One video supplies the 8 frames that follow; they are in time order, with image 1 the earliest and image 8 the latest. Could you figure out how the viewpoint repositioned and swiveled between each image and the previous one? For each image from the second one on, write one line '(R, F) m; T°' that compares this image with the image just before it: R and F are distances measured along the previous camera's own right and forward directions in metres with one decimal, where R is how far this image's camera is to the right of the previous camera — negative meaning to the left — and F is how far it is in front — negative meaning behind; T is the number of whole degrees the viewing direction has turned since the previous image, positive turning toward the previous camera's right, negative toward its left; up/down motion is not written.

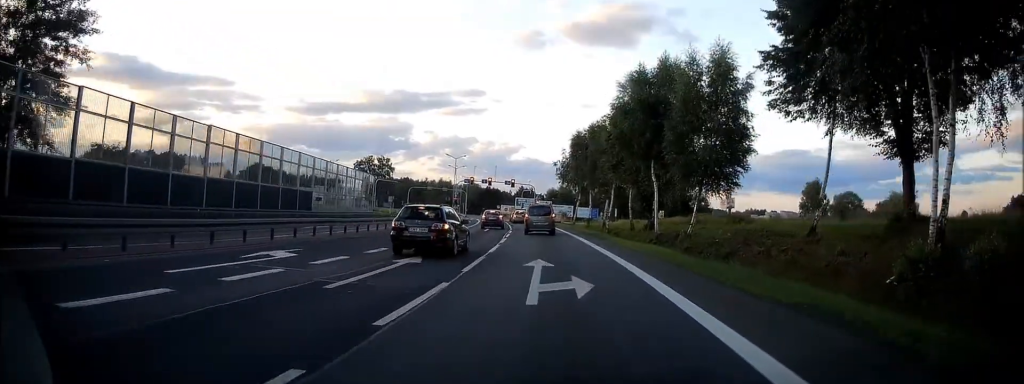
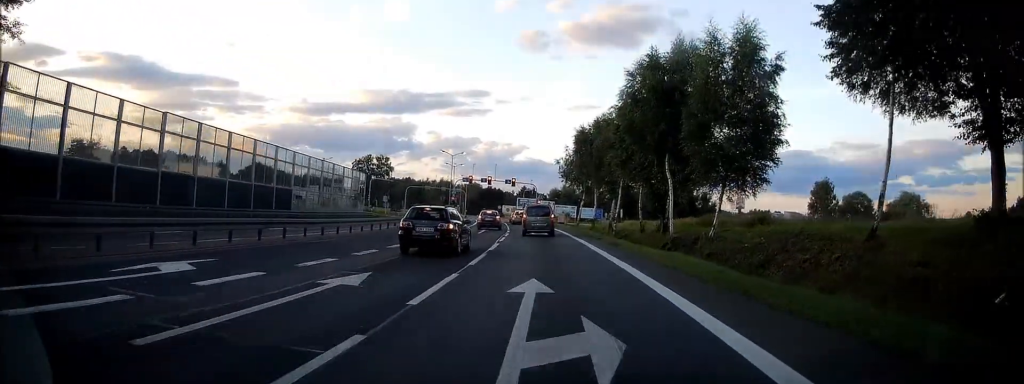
(0.0, +4.9) m; 0°
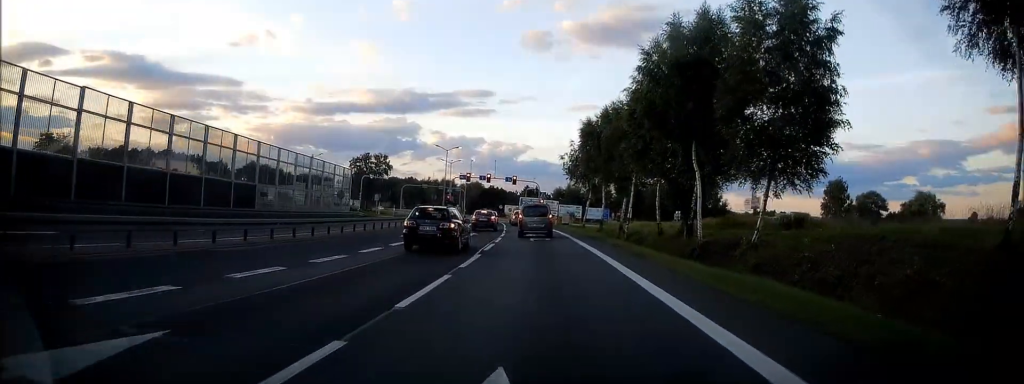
(0.0, +6.9) m; -4°
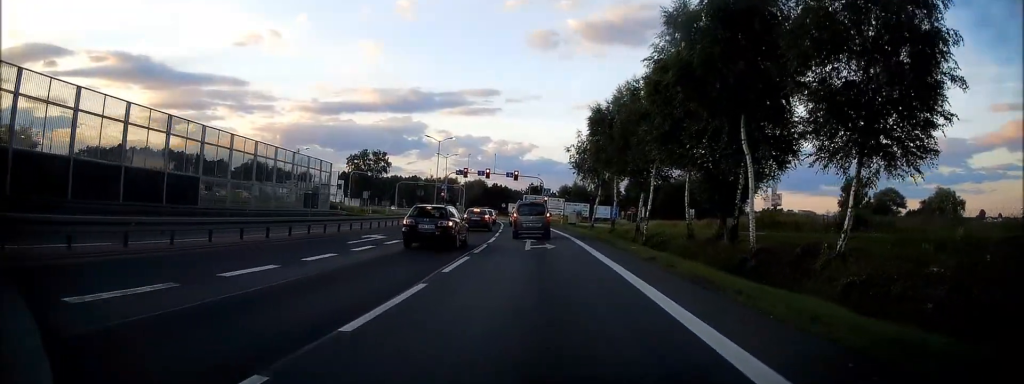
(-0.6, +8.0) m; -4°
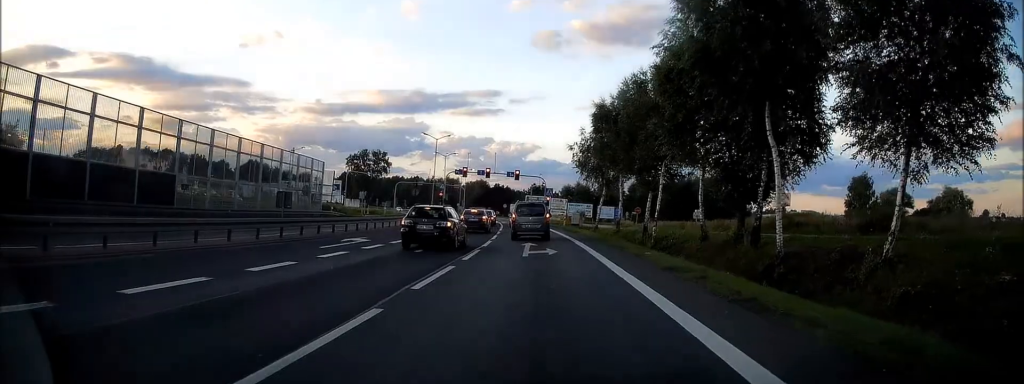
(-0.1, +2.7) m; 0°
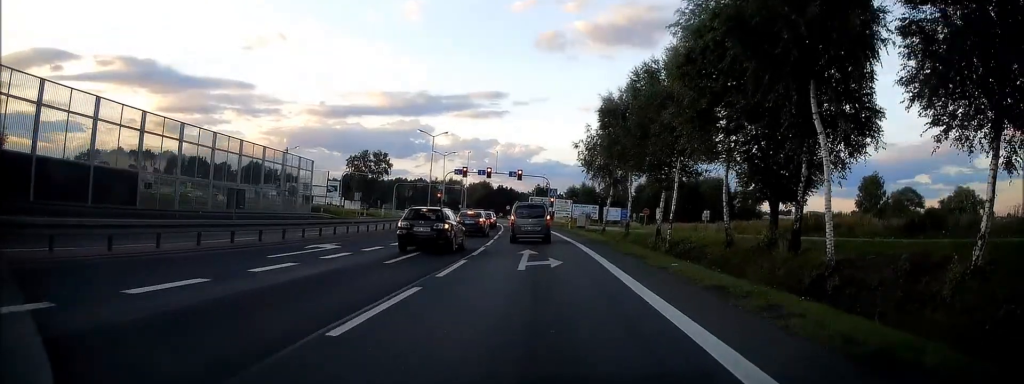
(+0.3, +3.6) m; +3°
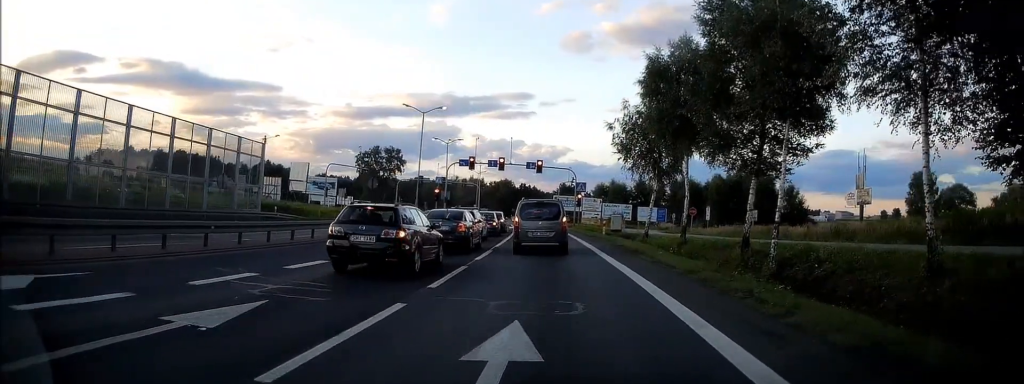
(+0.3, +13.1) m; +1°
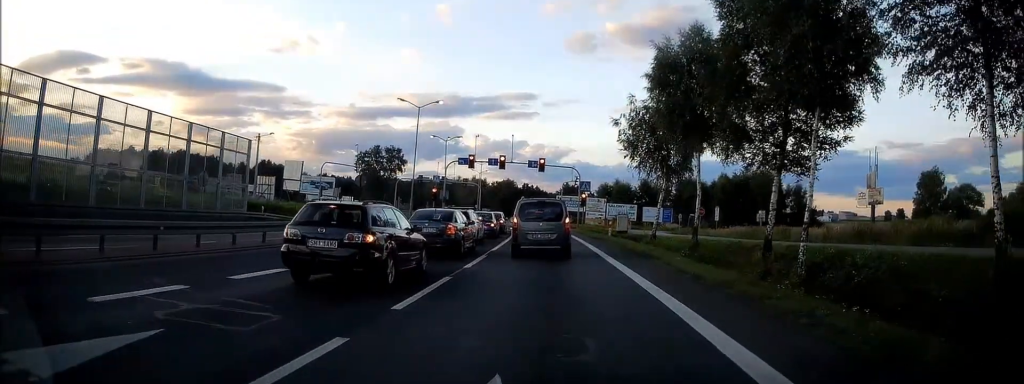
(0.0, +2.3) m; 0°
